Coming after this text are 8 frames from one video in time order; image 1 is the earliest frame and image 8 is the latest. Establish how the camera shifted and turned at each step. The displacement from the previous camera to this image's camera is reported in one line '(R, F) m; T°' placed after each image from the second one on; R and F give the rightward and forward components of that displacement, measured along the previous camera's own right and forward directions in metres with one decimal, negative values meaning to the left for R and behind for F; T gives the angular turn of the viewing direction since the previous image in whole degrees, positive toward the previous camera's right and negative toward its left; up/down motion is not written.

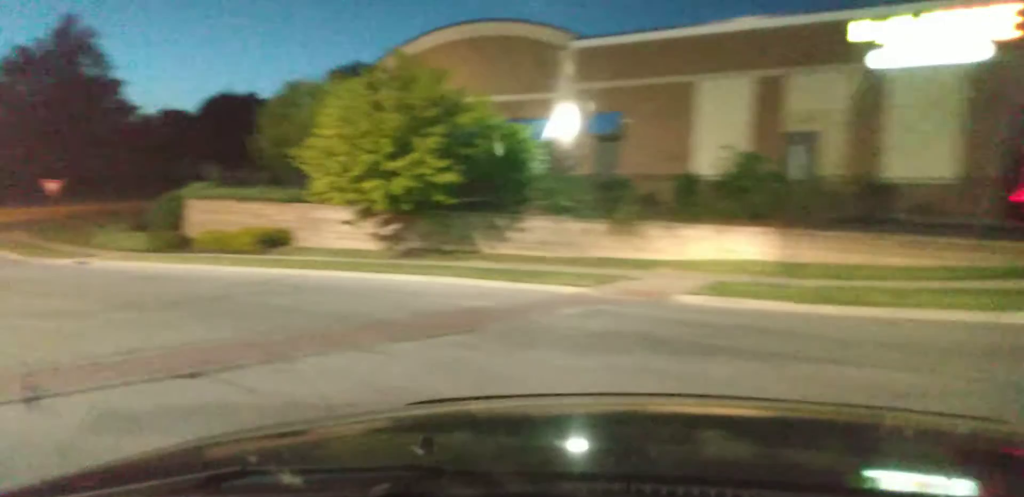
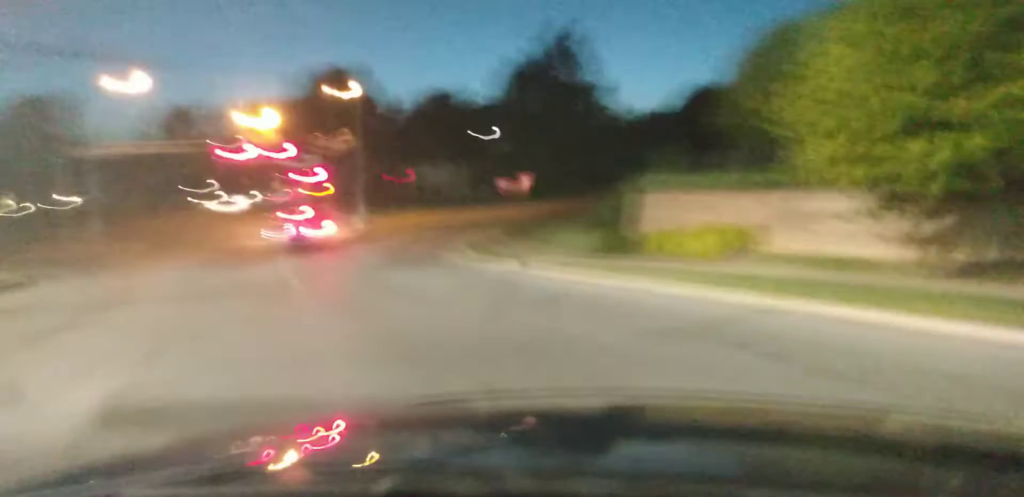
(-1.8, +6.3) m; -29°
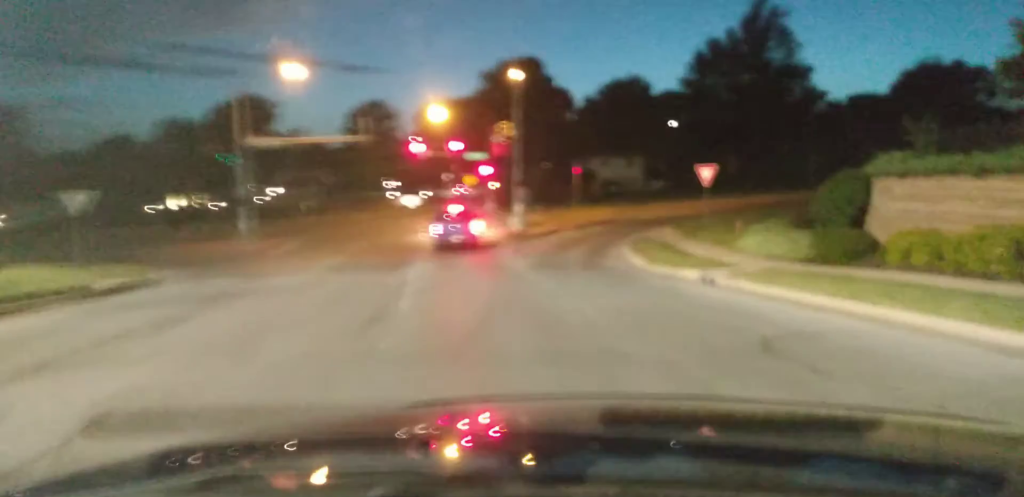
(-0.6, +4.8) m; -11°
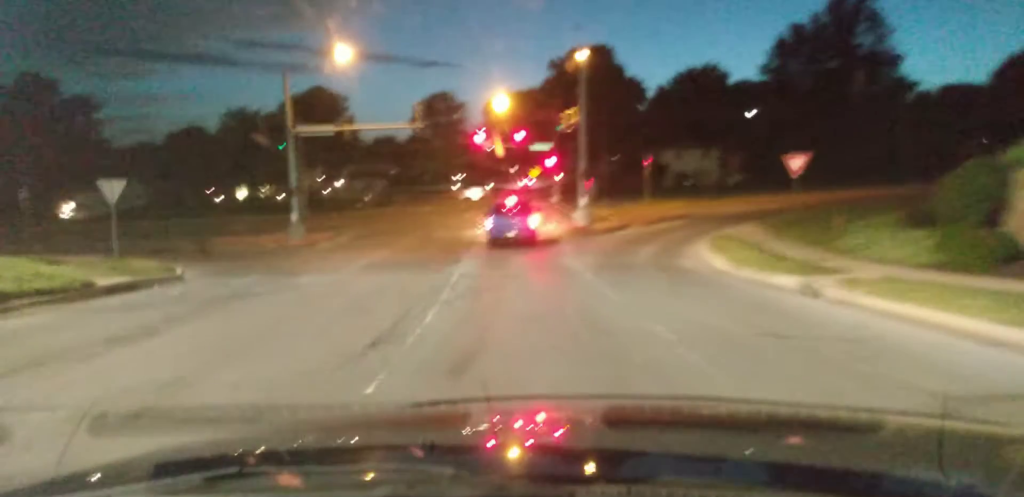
(-0.2, +2.9) m; -4°
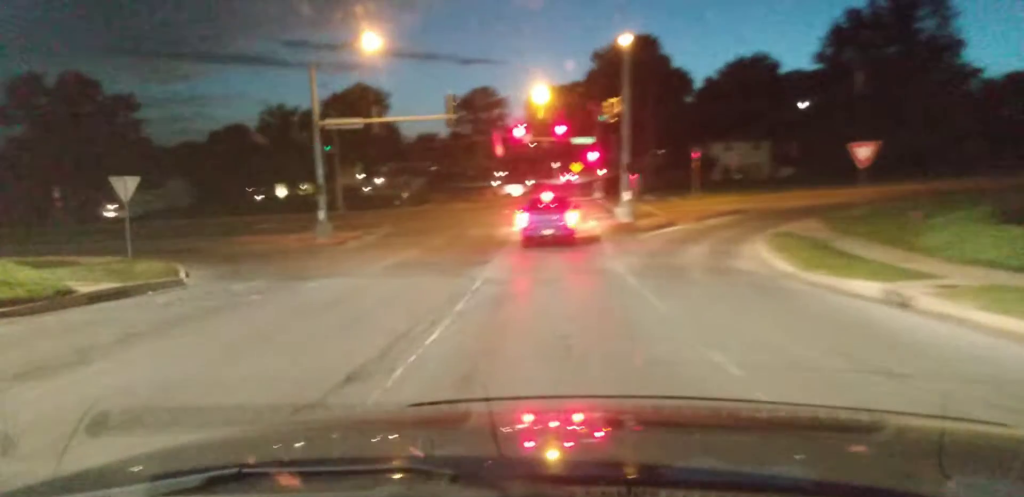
(0.0, +2.9) m; -4°
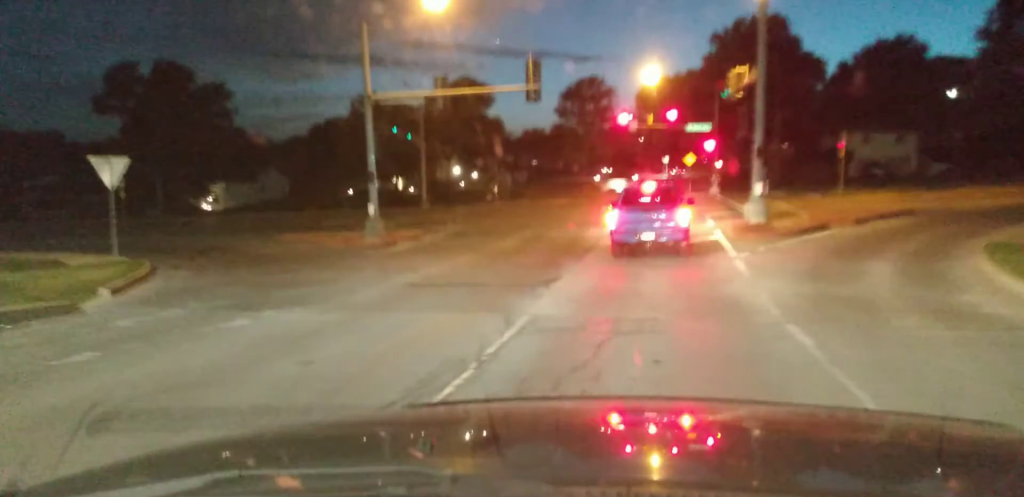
(-1.1, +8.8) m; -10°
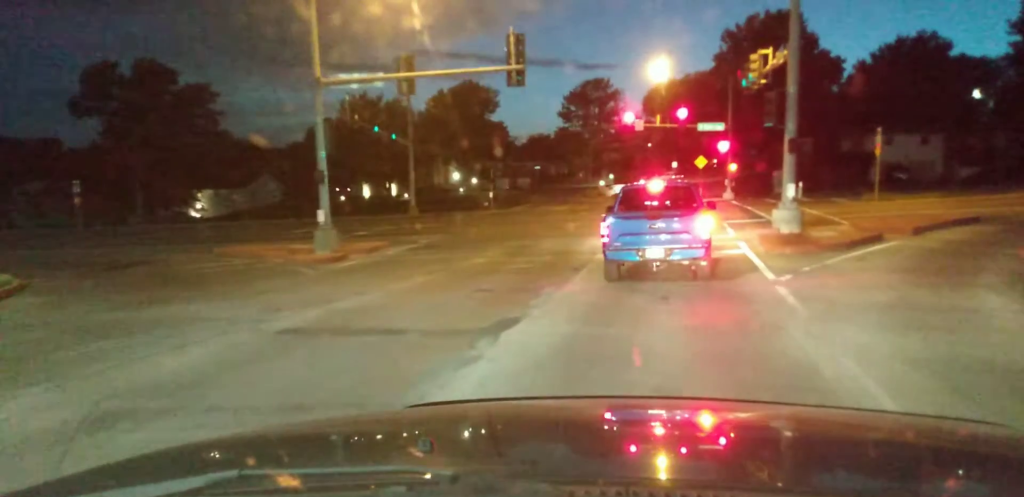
(-0.1, +6.5) m; +3°
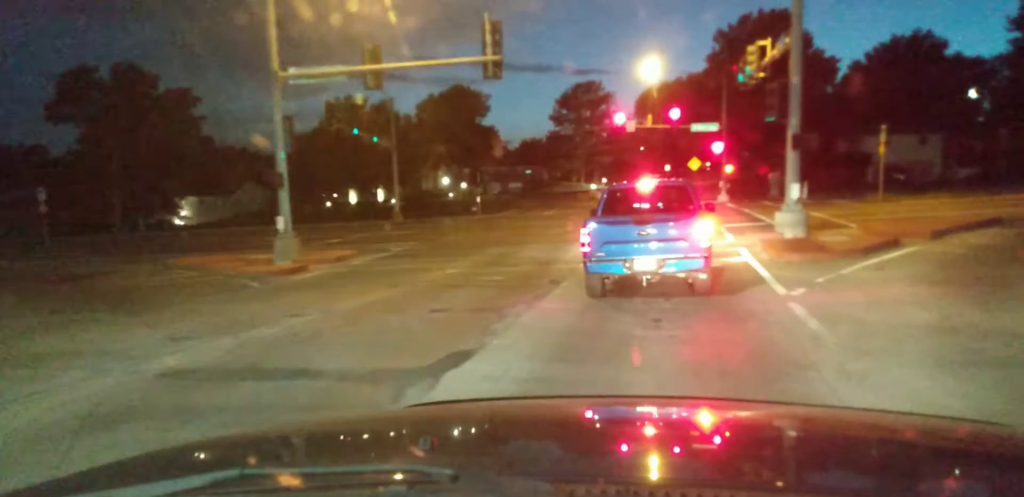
(+0.1, +2.7) m; +3°
